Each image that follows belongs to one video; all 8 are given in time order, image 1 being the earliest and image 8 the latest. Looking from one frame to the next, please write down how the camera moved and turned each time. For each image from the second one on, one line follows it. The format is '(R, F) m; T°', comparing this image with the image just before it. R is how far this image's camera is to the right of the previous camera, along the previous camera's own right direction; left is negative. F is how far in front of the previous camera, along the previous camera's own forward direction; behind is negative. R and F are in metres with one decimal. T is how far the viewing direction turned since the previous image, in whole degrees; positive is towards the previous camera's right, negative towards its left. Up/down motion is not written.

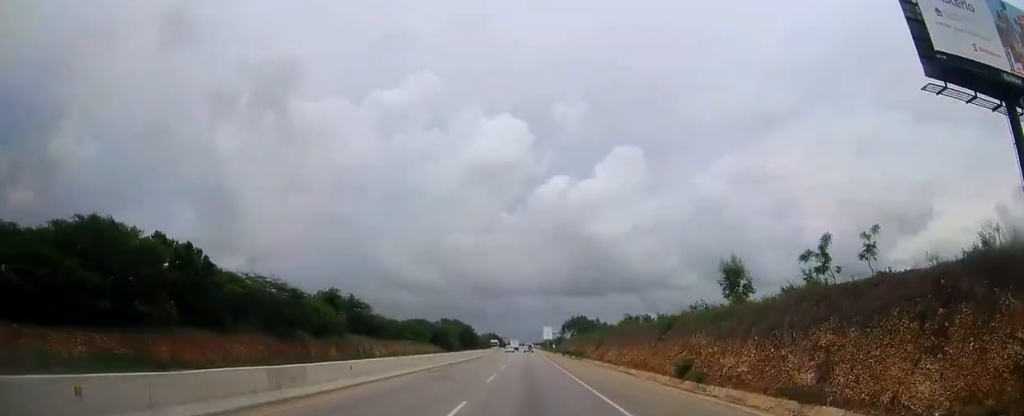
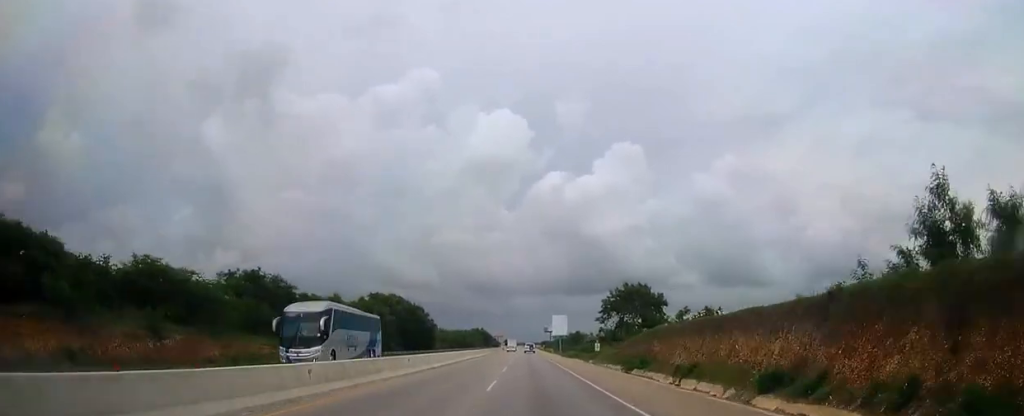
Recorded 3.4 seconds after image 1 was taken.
(+0.1, +96.6) m; 0°
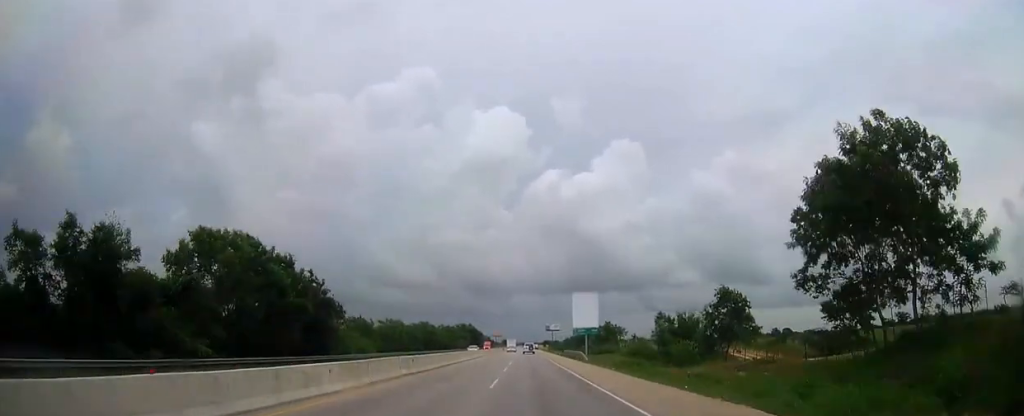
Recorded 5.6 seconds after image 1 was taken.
(0.0, +64.1) m; 0°
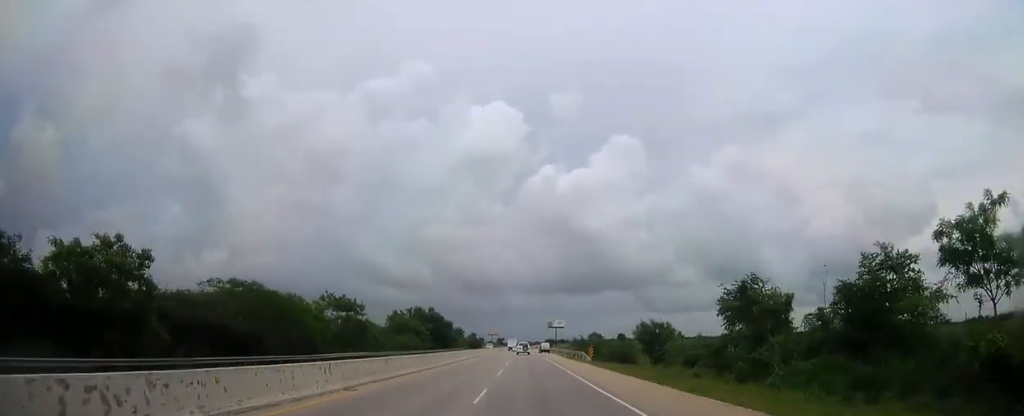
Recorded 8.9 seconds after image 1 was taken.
(0.0, +94.7) m; 0°
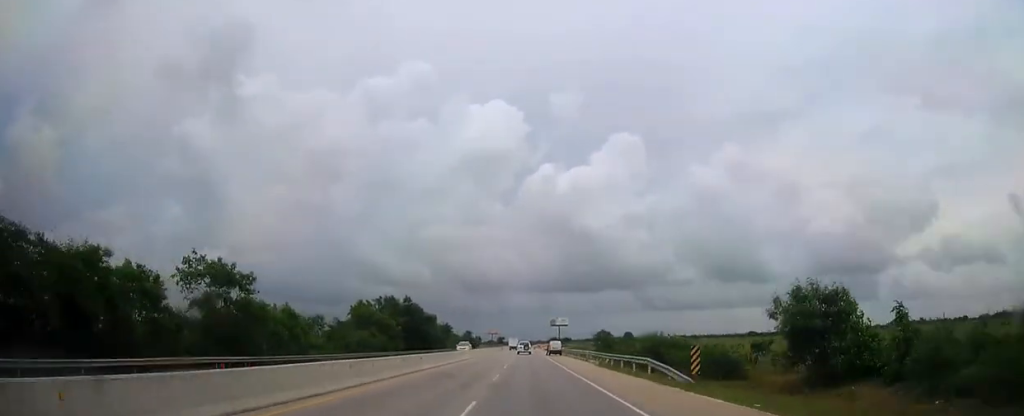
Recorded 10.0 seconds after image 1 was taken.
(+0.1, +31.3) m; 0°
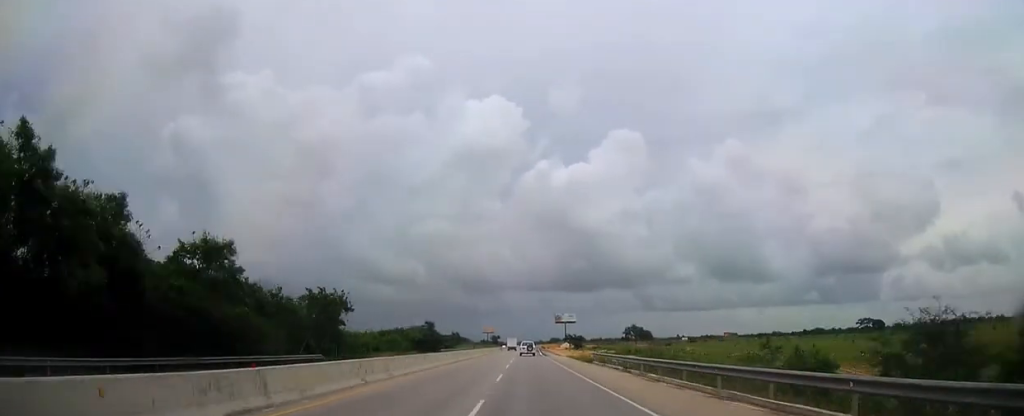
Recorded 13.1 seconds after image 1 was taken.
(+0.1, +85.5) m; 0°
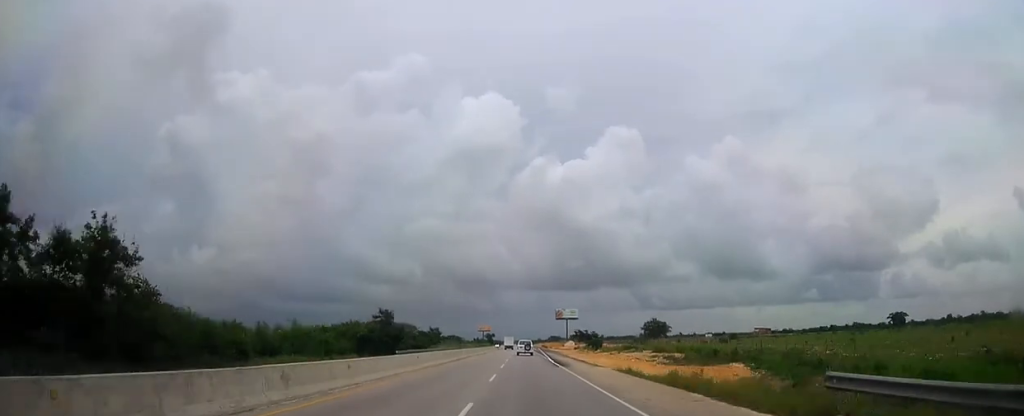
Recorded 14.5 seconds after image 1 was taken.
(-0.1, +37.8) m; 0°
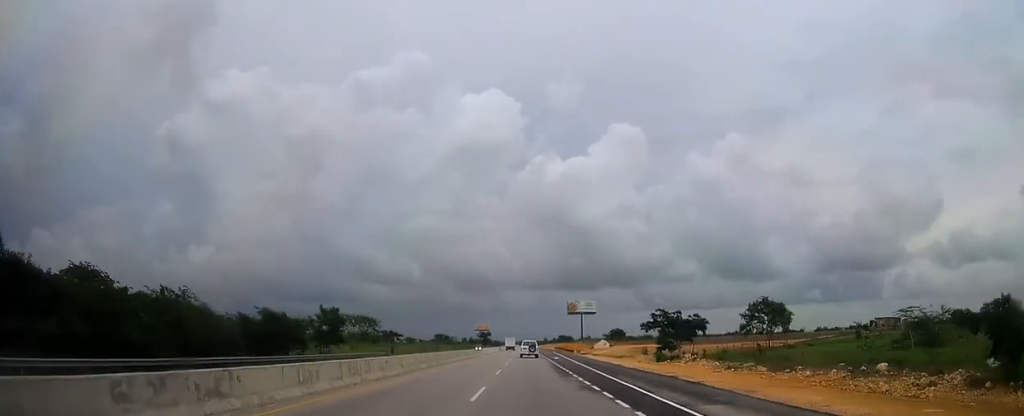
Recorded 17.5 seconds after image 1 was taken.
(-0.1, +82.3) m; 0°
